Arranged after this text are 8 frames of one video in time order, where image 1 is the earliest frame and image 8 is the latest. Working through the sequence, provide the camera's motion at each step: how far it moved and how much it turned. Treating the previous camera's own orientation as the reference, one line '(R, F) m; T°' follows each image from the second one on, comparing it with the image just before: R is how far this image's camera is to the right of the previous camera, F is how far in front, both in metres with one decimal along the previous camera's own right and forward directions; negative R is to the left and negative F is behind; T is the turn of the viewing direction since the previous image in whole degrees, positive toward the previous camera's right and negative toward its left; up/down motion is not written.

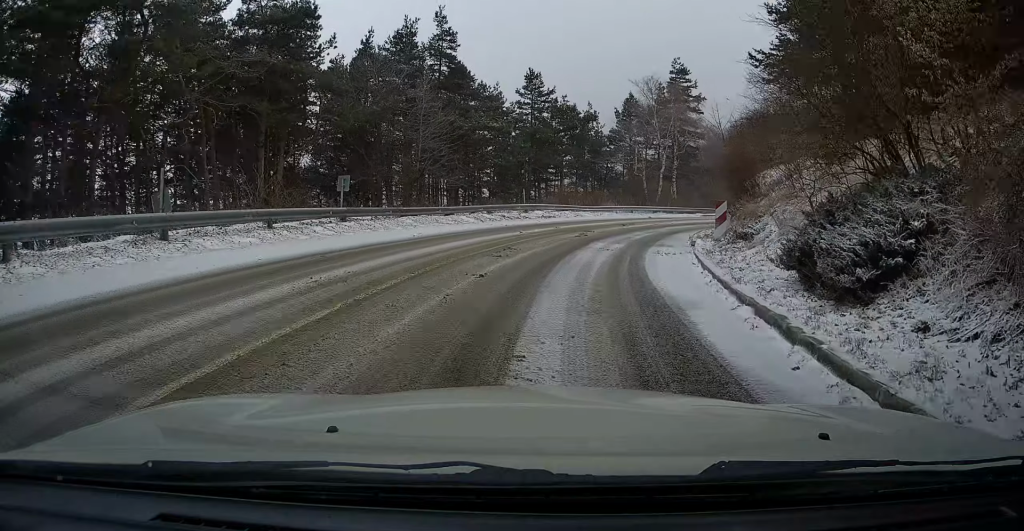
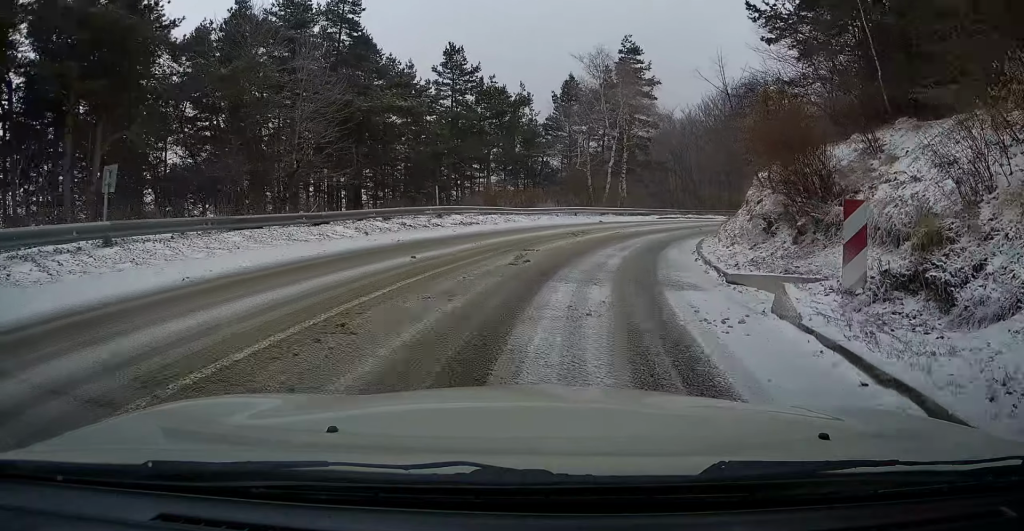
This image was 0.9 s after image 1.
(+0.6, +8.5) m; +8°
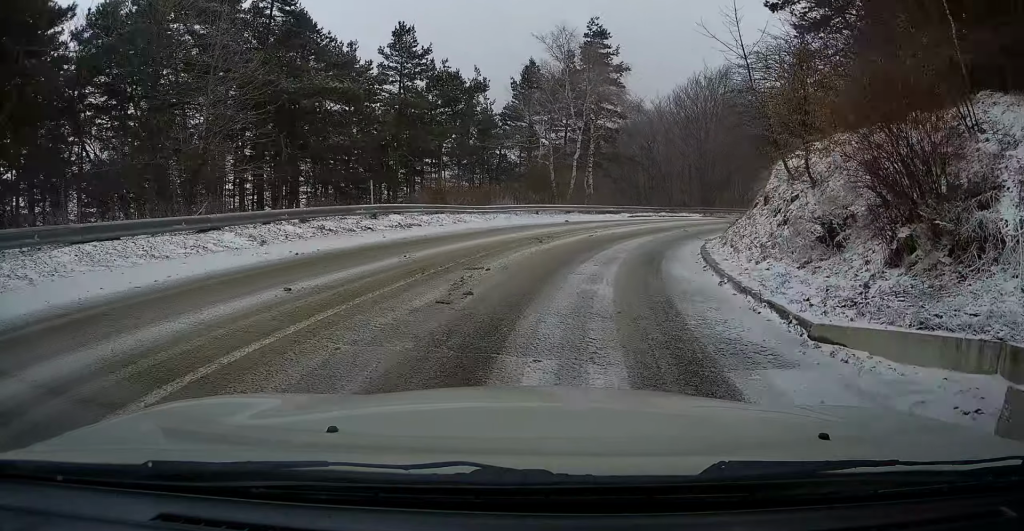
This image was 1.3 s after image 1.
(+0.1, +4.3) m; +4°
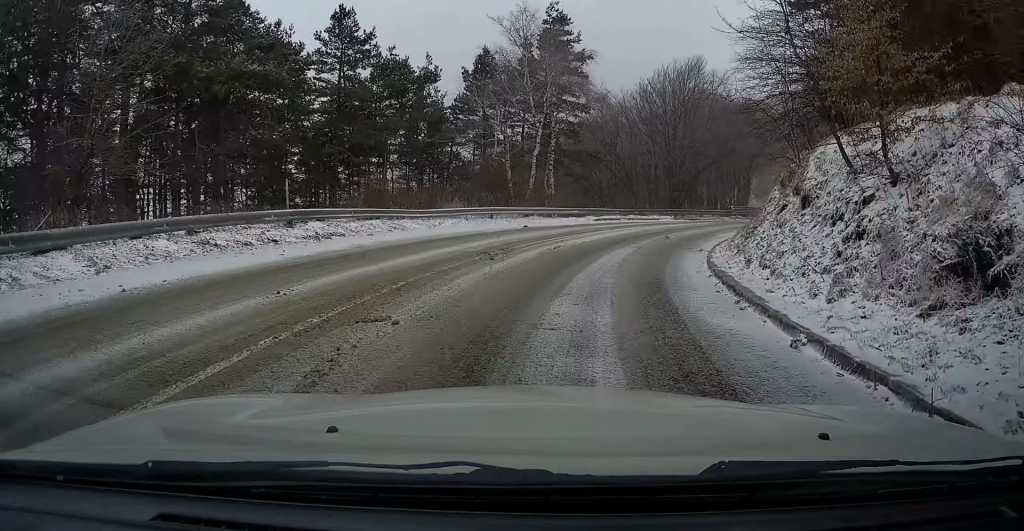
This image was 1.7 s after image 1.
(+0.2, +4.0) m; +4°
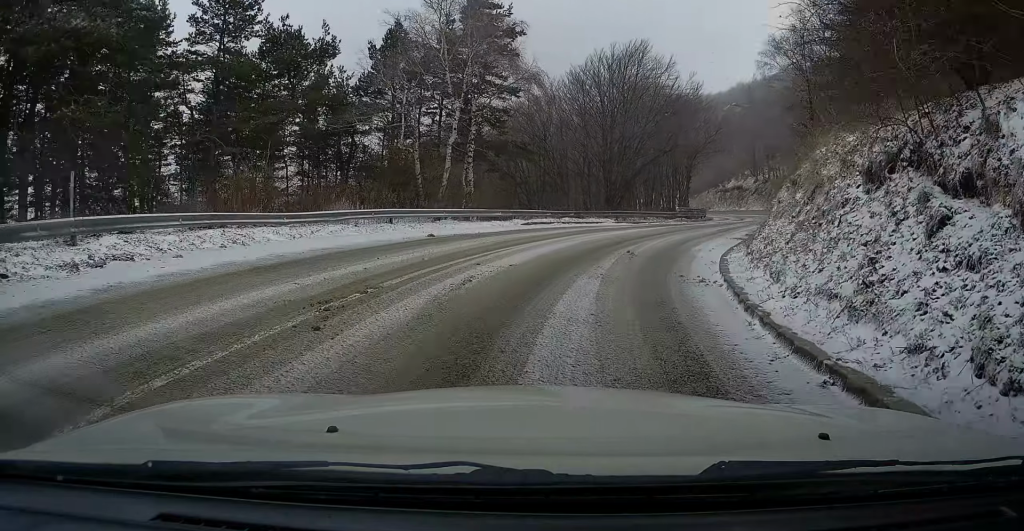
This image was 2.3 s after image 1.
(+0.2, +6.3) m; +6°
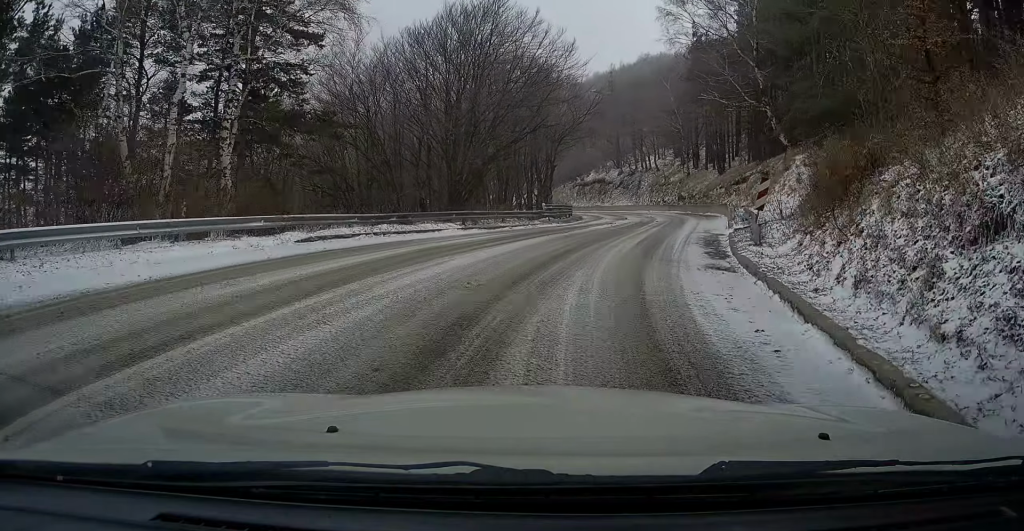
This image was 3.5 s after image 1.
(+1.3, +12.0) m; +10°
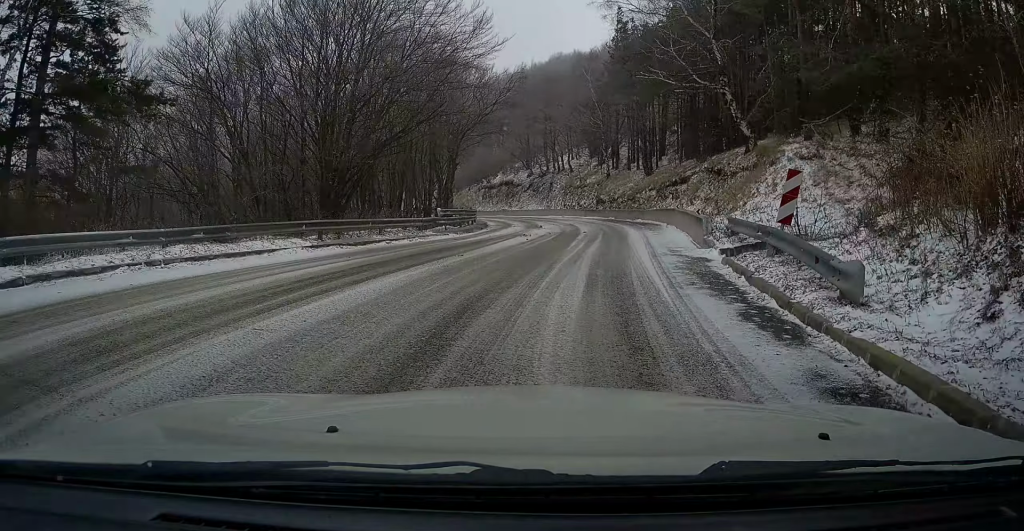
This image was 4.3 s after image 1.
(+0.2, +7.6) m; +6°
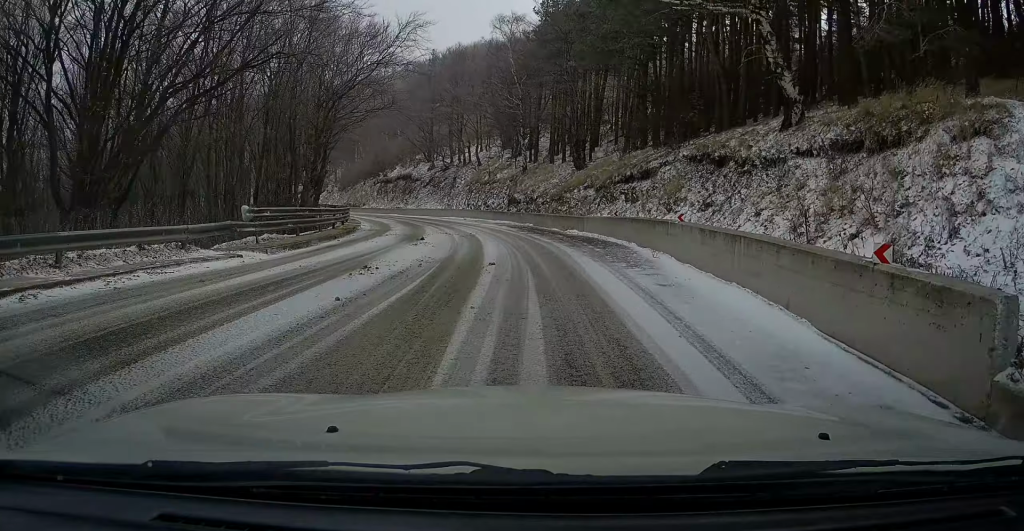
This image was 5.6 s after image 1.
(+1.4, +12.4) m; +8°
